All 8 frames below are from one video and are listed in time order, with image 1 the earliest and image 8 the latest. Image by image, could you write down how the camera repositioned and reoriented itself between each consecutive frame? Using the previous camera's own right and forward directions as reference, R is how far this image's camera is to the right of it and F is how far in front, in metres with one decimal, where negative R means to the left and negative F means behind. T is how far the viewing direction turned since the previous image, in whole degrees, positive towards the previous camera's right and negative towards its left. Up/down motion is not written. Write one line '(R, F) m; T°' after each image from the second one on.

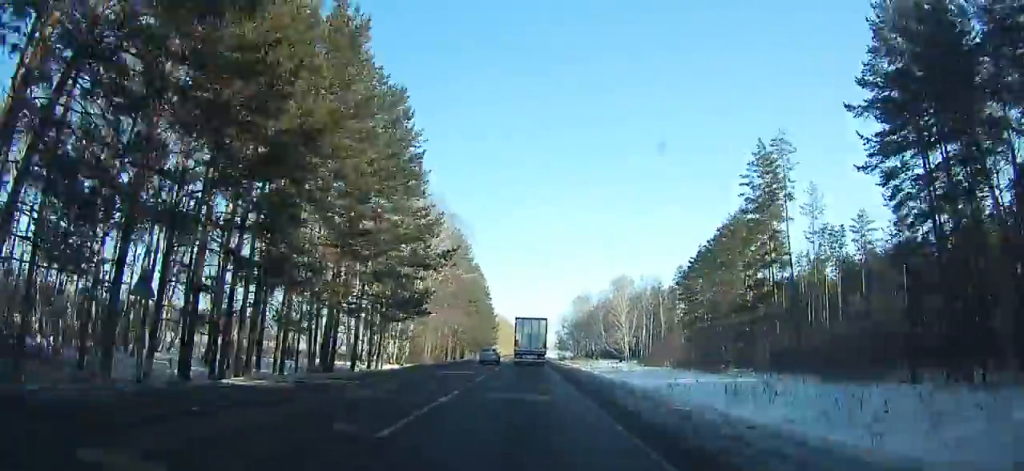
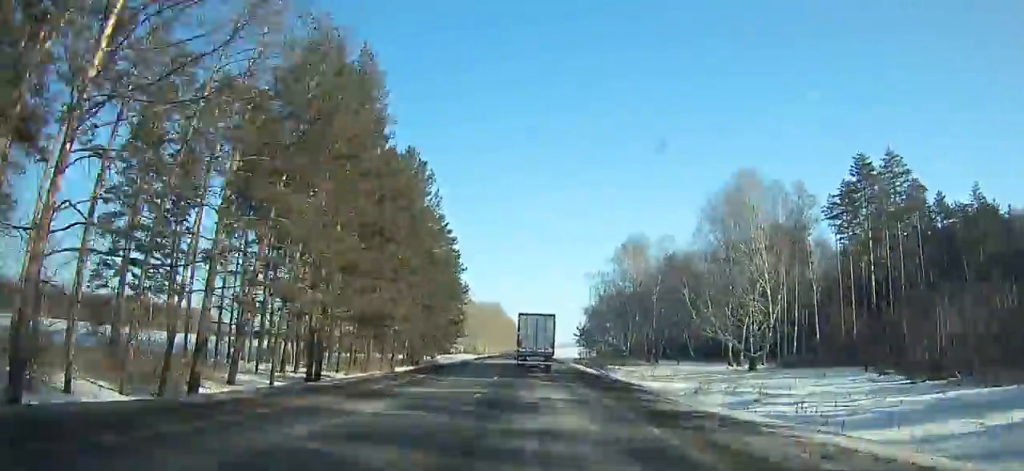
(+0.4, +94.0) m; 0°
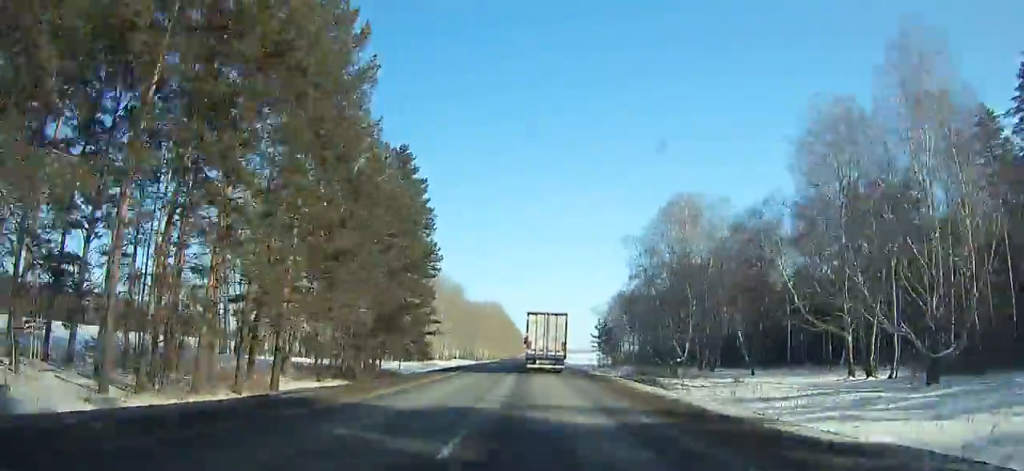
(-0.1, +31.0) m; 0°
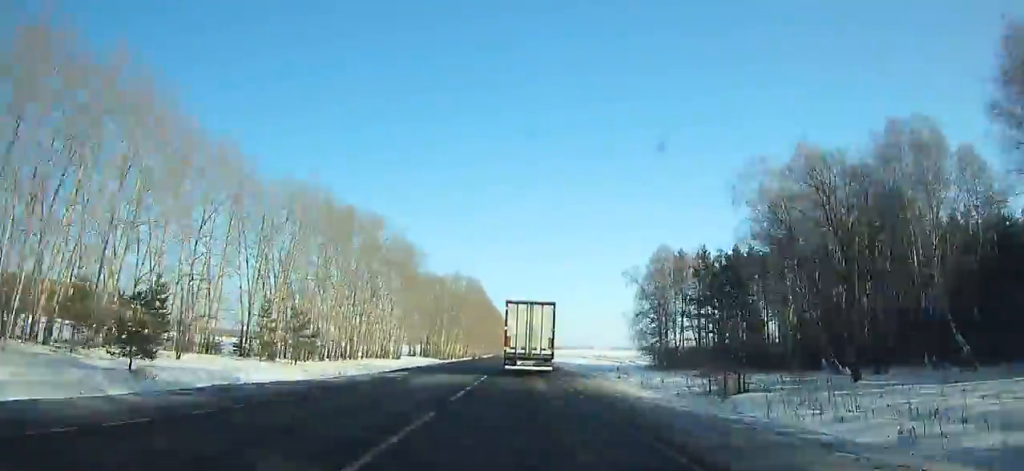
(+0.4, +73.3) m; 0°
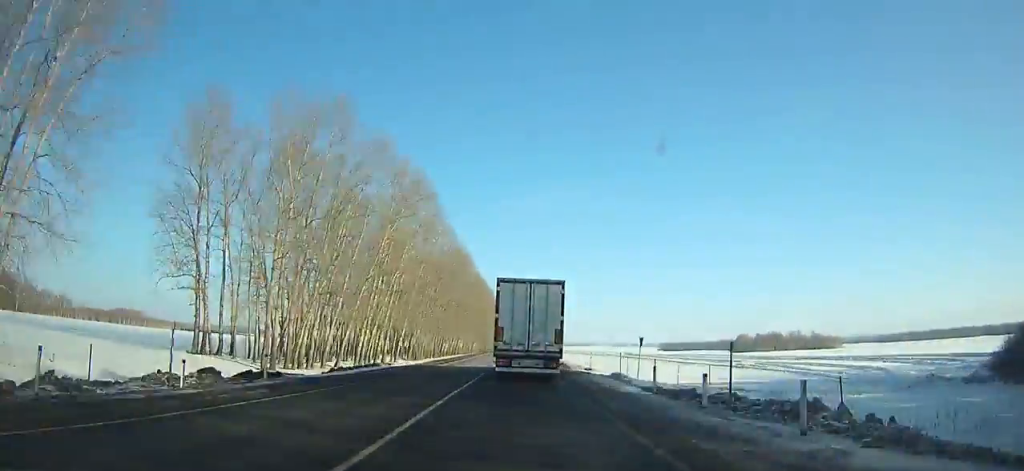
(-0.1, +119.1) m; 0°
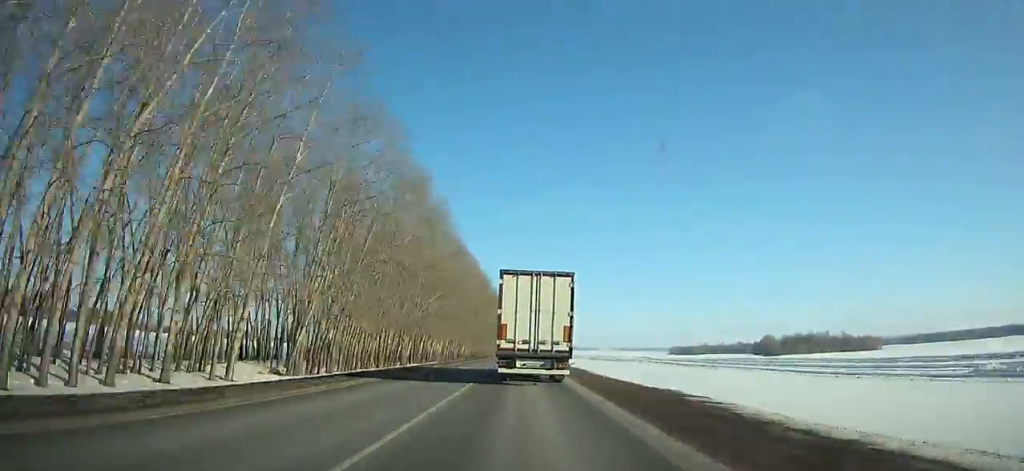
(+0.1, +58.7) m; 0°
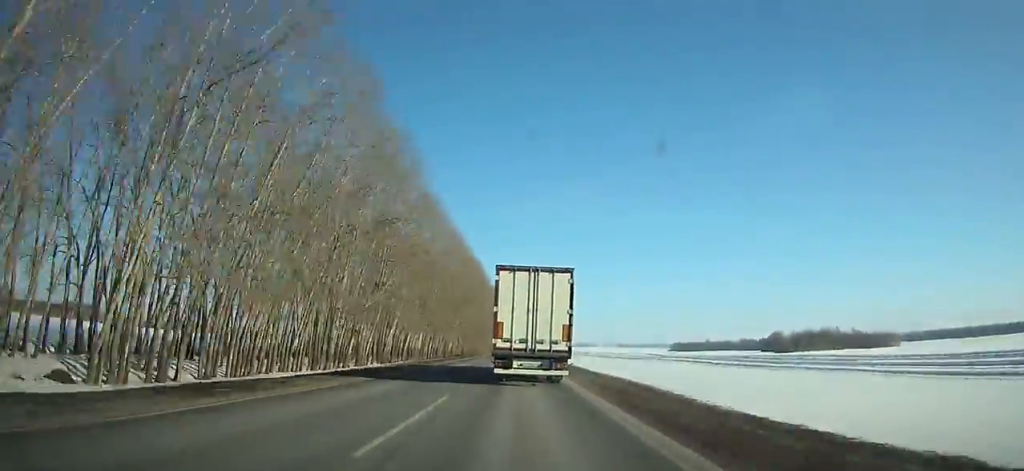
(0.0, +26.0) m; 0°
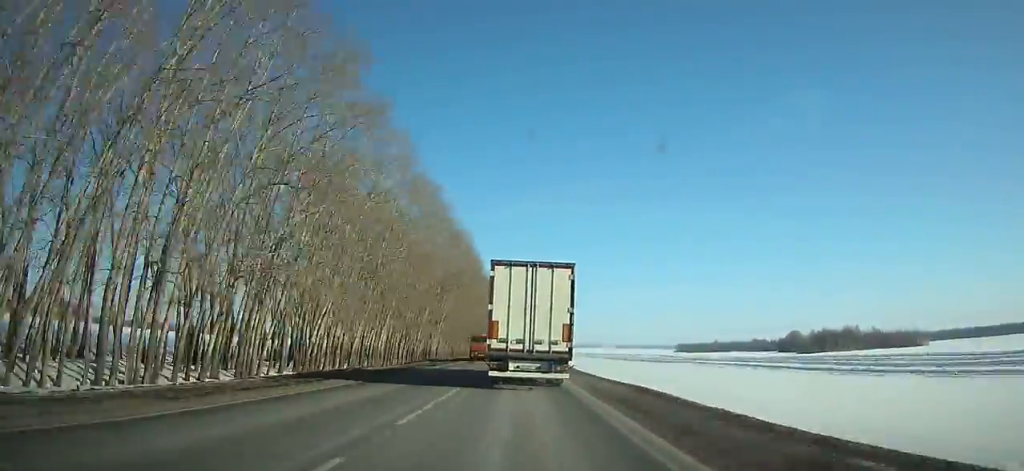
(0.0, +31.9) m; 0°
